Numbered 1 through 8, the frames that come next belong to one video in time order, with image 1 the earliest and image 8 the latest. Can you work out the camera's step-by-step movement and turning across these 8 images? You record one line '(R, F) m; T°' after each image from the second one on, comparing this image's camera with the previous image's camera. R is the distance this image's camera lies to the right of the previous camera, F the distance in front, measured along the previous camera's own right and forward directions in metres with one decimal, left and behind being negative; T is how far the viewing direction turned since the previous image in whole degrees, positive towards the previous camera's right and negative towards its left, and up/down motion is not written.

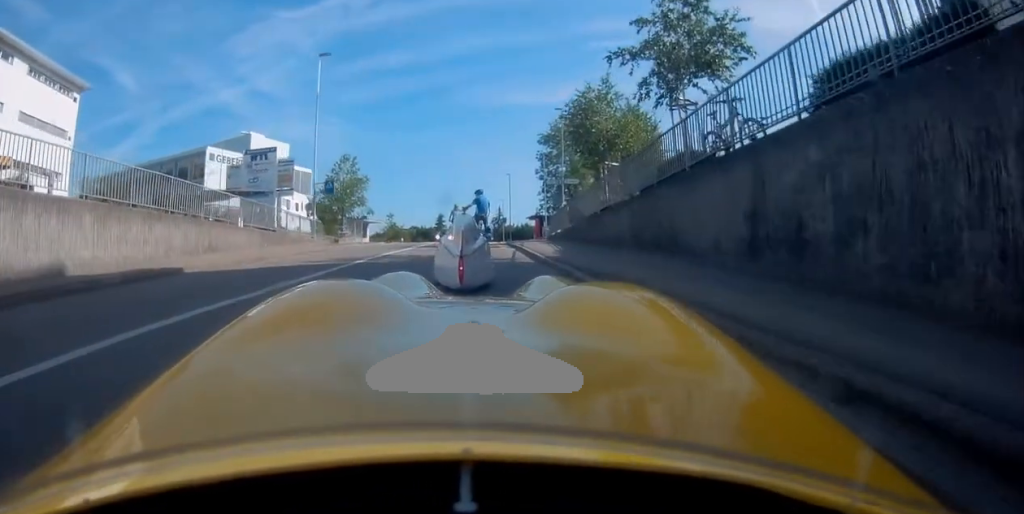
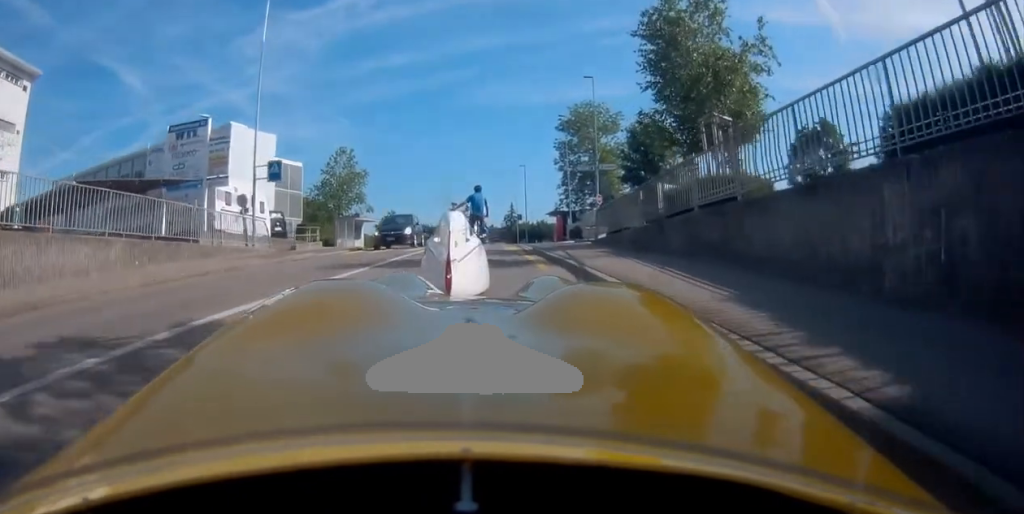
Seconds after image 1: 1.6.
(+0.4, +8.8) m; +5°
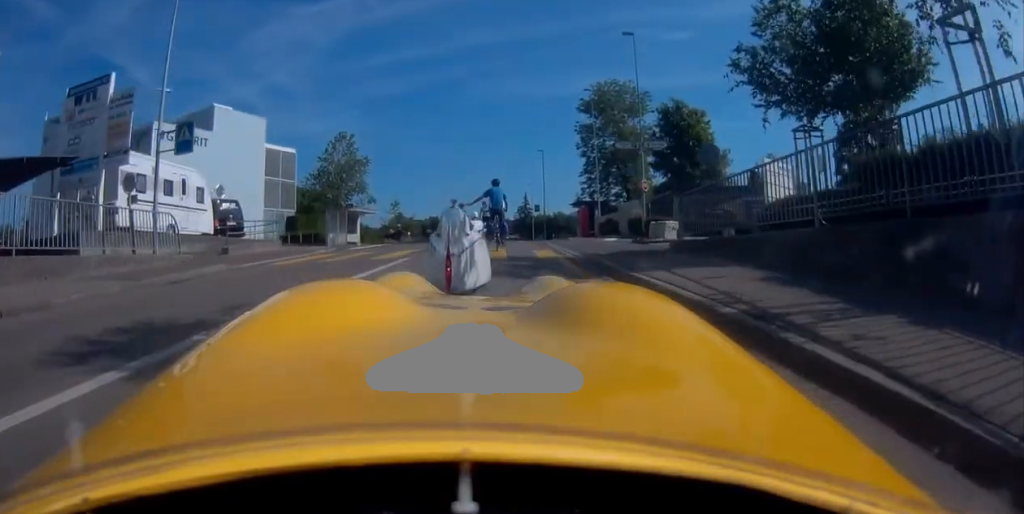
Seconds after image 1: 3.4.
(0.0, +7.6) m; 0°
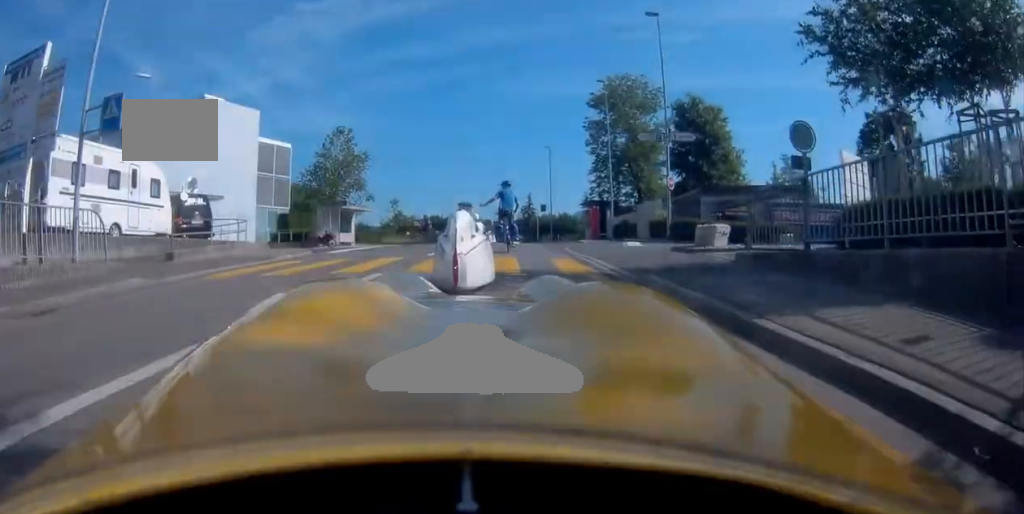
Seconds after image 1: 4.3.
(+0.1, +3.6) m; +9°
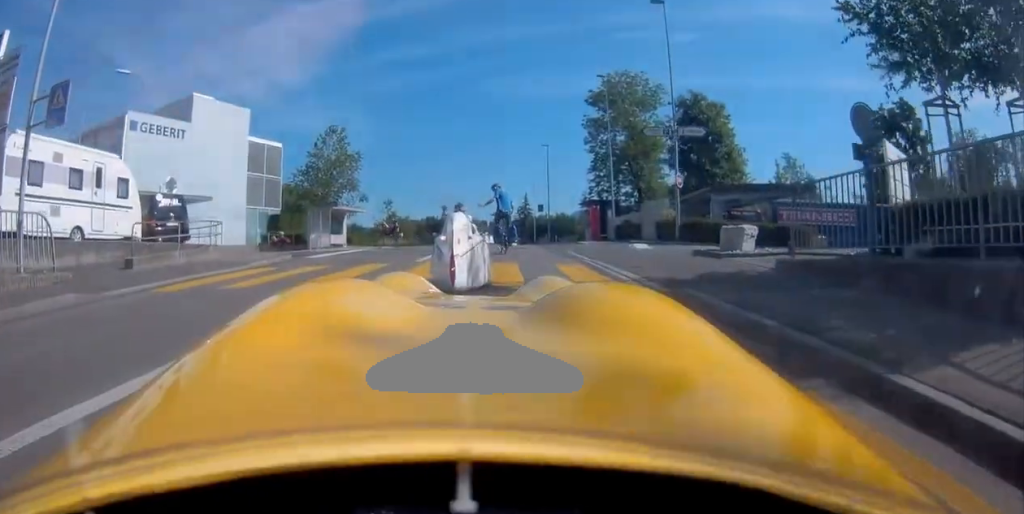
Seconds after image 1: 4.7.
(+0.2, +1.7) m; +2°
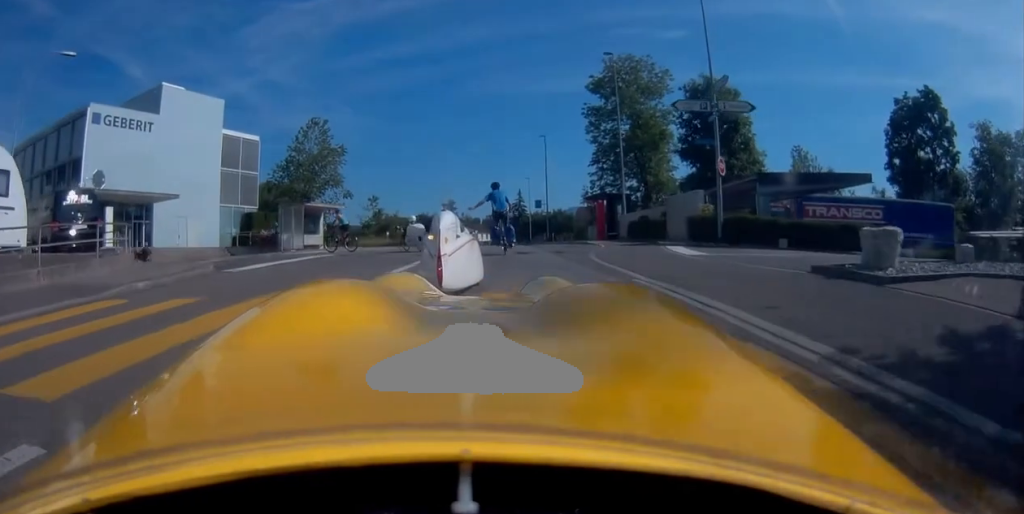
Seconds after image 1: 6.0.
(+0.2, +4.9) m; 0°
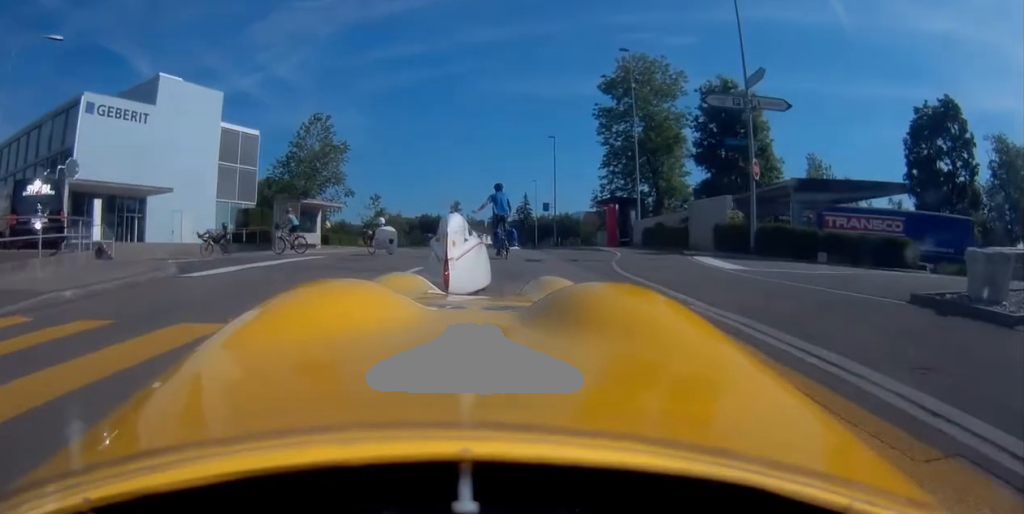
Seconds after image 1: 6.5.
(0.0, +1.9) m; -2°
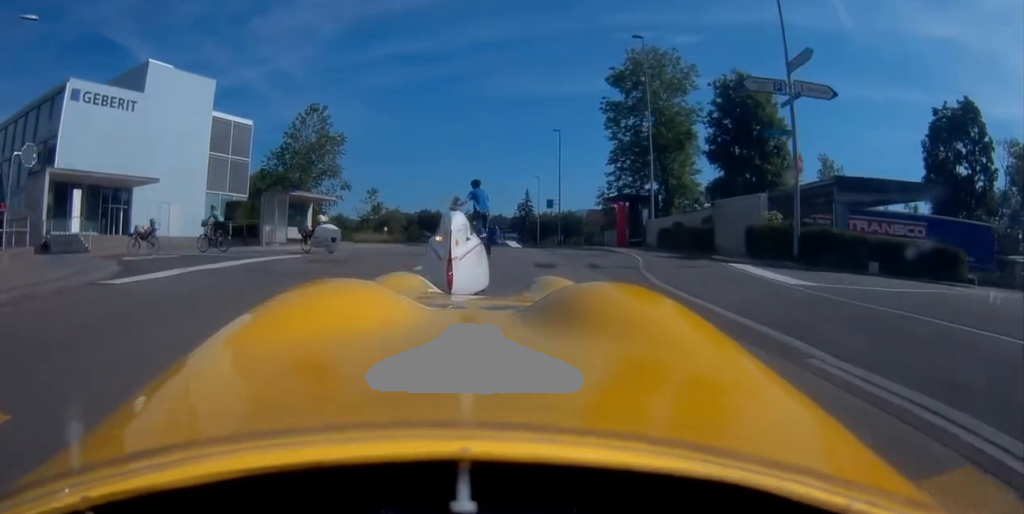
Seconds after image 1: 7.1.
(+0.1, +2.3) m; -3°
